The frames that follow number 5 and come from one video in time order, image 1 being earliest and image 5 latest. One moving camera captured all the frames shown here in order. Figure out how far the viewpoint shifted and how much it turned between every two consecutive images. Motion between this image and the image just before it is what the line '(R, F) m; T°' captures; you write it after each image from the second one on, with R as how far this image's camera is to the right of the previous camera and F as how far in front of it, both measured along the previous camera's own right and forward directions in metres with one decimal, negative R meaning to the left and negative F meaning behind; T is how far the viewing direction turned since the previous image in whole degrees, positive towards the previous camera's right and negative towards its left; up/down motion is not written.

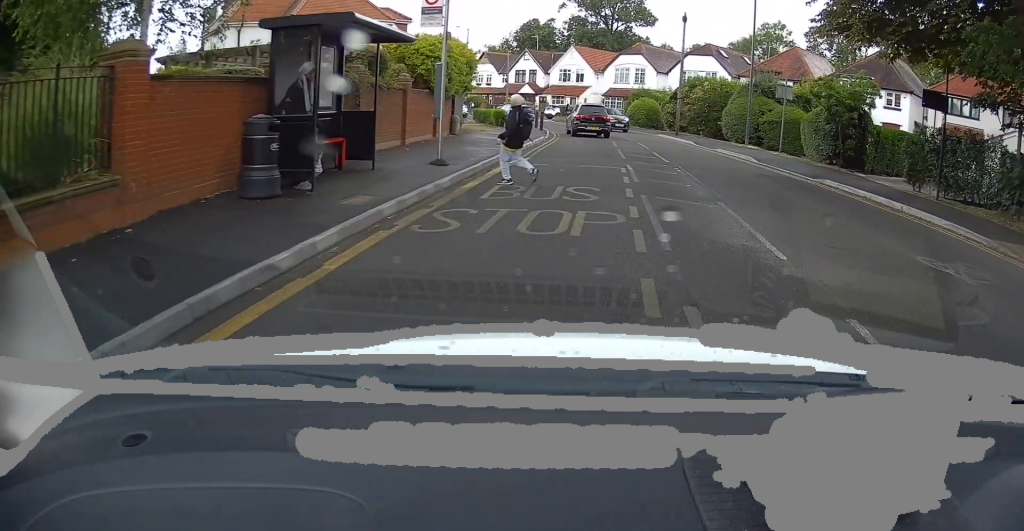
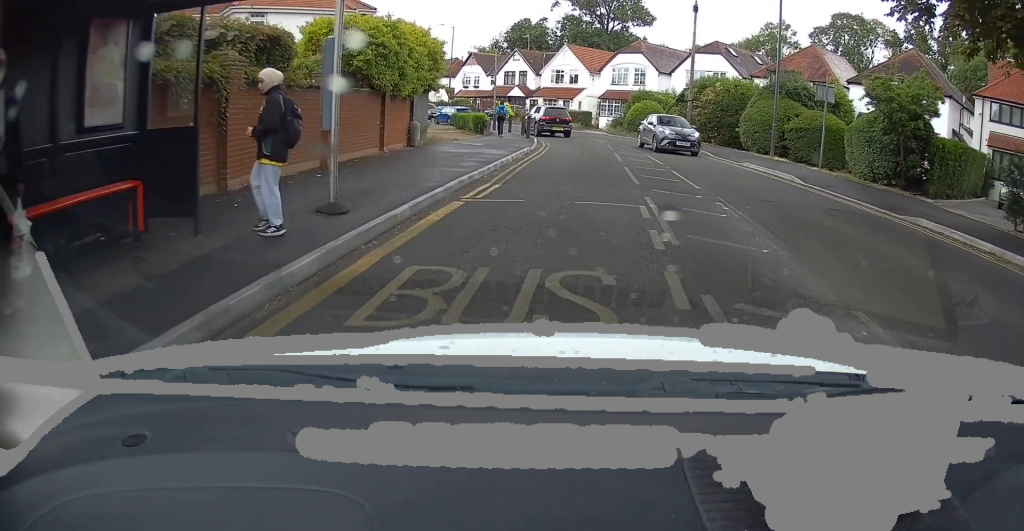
(+0.4, +5.3) m; +4°
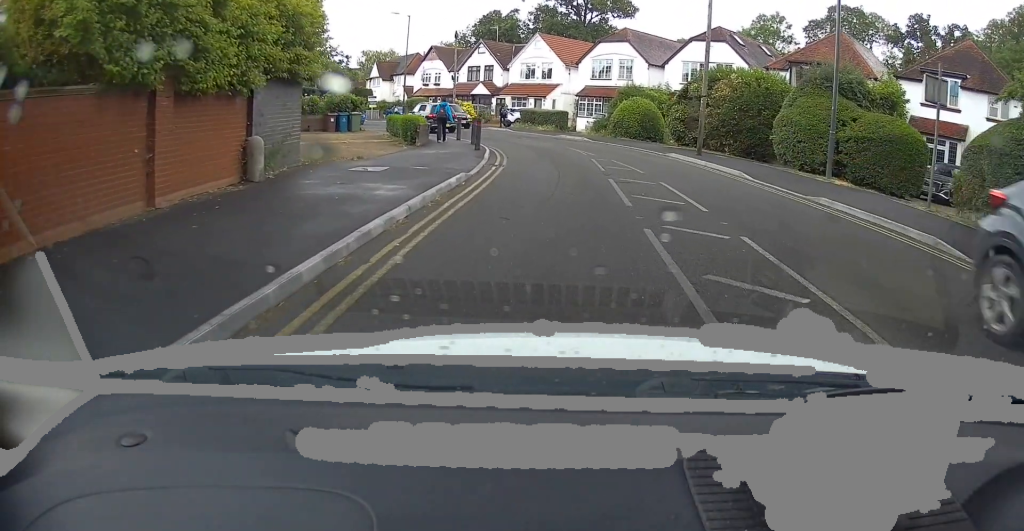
(+0.1, +9.0) m; +1°
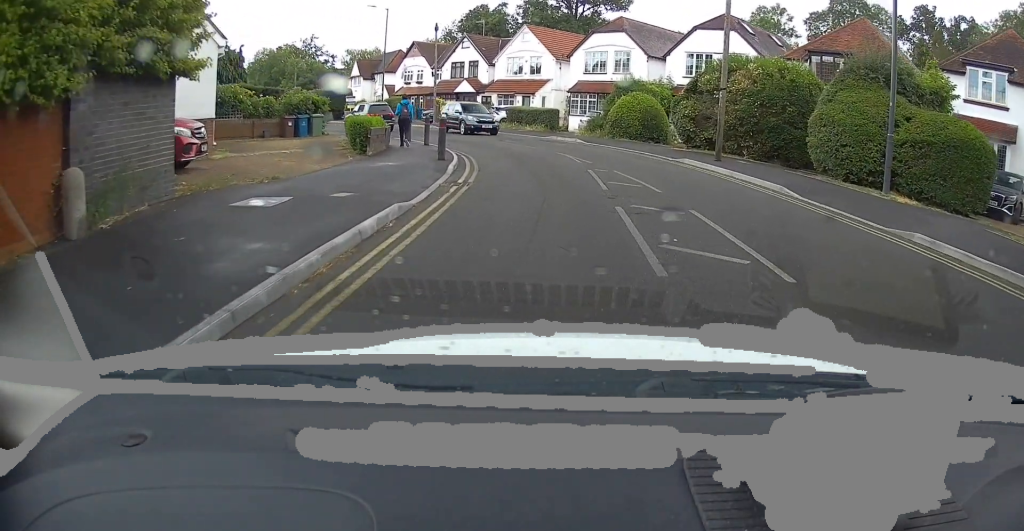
(+0.1, +4.6) m; -1°
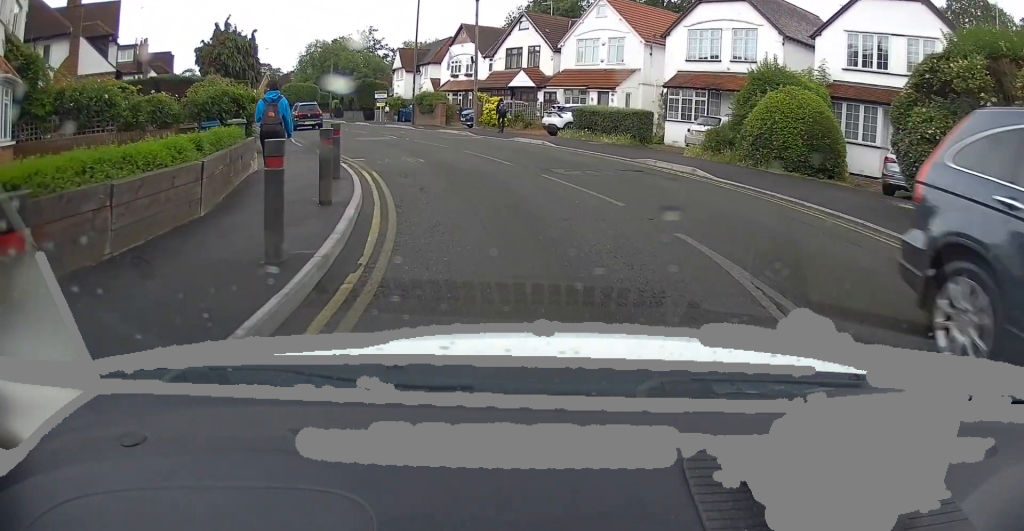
(-0.9, +14.7) m; -10°
